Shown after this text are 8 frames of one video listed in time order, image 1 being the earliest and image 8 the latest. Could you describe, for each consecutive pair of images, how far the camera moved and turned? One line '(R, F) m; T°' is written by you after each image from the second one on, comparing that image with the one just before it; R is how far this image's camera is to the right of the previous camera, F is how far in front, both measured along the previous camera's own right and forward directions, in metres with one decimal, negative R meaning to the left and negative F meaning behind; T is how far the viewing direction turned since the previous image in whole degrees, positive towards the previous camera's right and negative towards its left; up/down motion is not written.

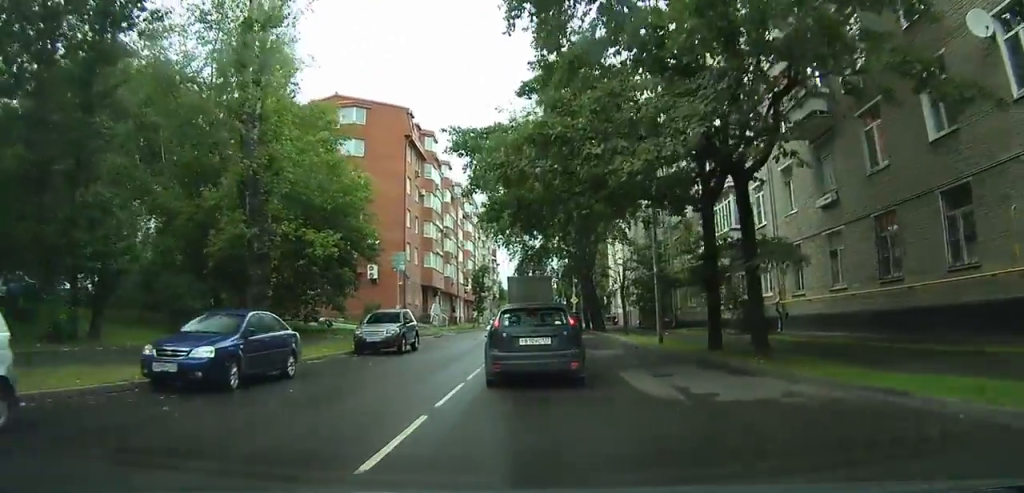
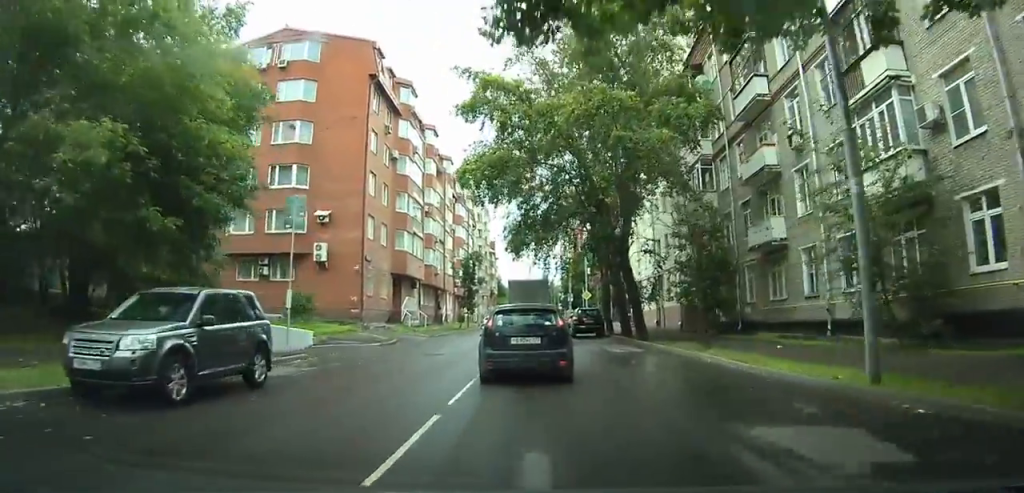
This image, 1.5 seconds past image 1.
(-0.6, +14.0) m; -2°
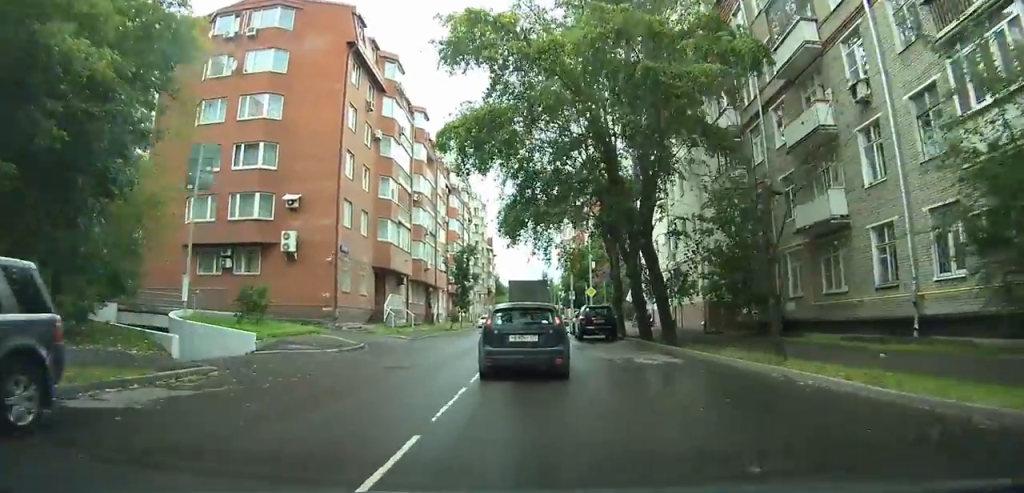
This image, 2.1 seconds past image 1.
(0.0, +5.2) m; 0°
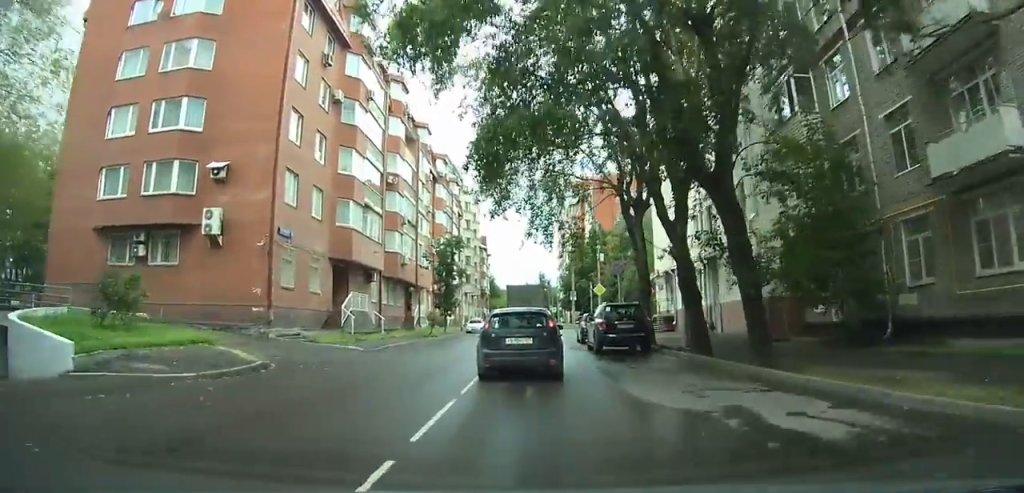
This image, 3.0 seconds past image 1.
(+0.2, +8.3) m; +1°
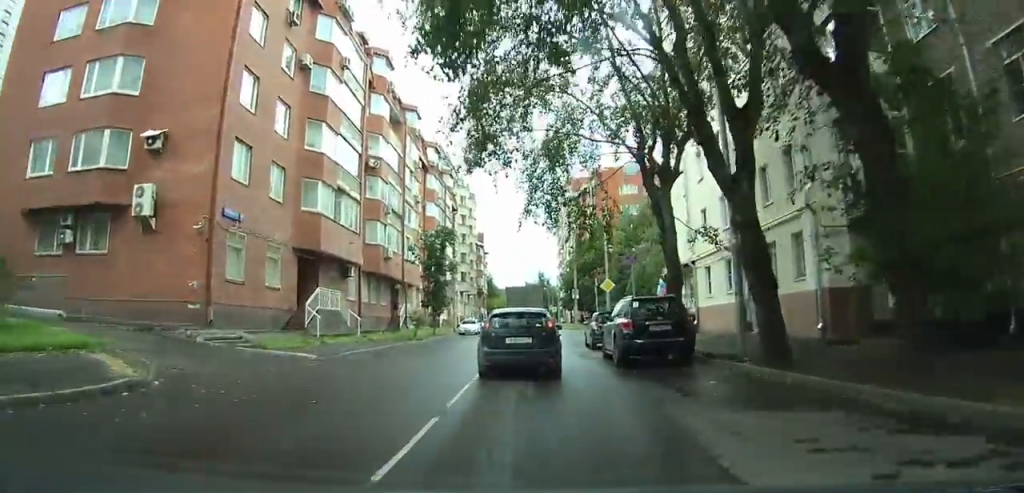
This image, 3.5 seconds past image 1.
(0.0, +5.0) m; 0°
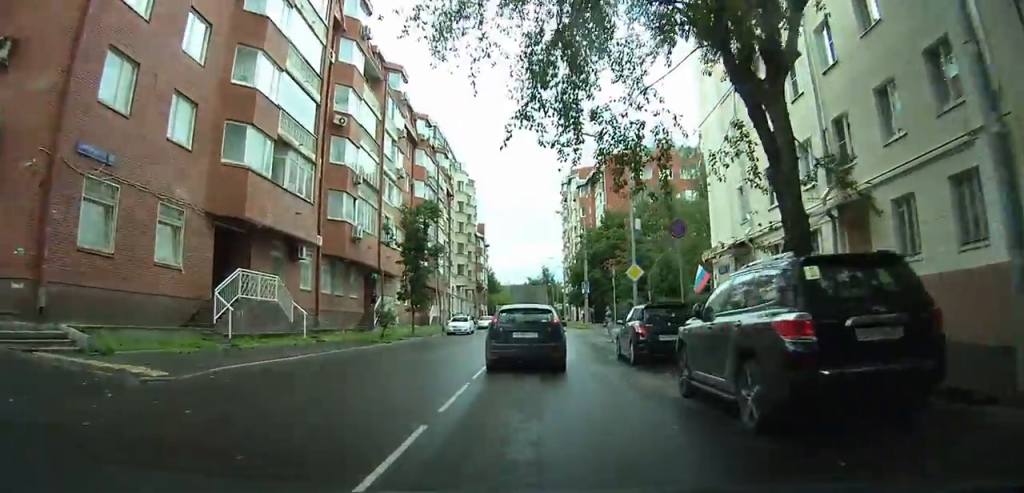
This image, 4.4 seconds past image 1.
(0.0, +8.2) m; 0°
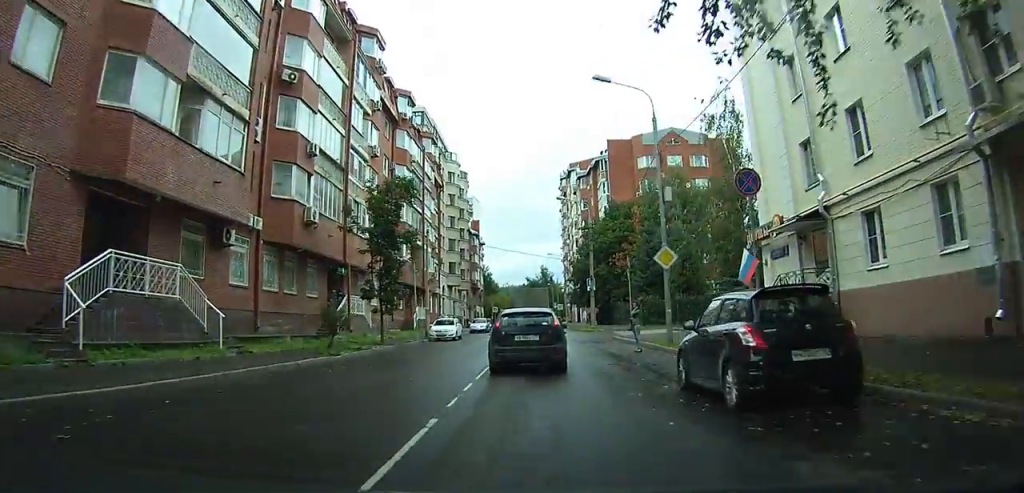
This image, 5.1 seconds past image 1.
(0.0, +6.8) m; +1°
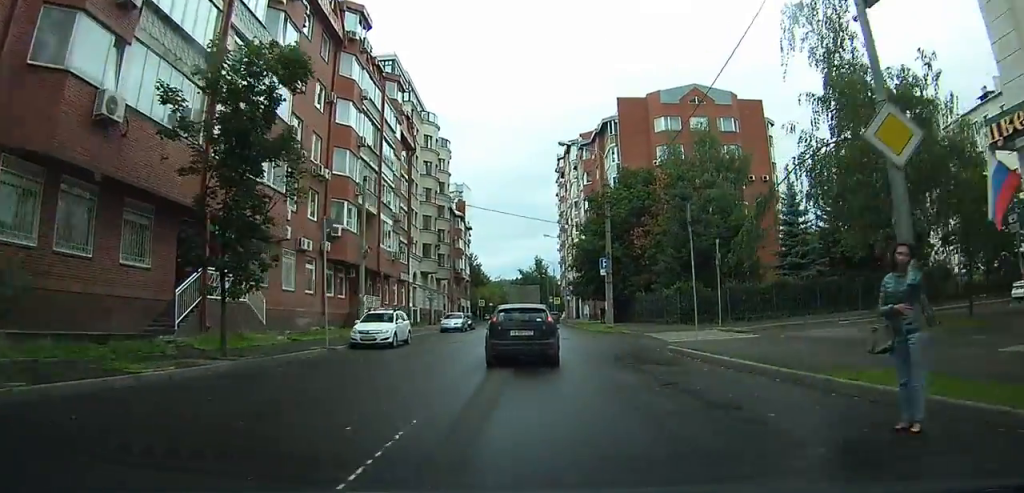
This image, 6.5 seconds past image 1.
(+0.8, +14.8) m; +7°
